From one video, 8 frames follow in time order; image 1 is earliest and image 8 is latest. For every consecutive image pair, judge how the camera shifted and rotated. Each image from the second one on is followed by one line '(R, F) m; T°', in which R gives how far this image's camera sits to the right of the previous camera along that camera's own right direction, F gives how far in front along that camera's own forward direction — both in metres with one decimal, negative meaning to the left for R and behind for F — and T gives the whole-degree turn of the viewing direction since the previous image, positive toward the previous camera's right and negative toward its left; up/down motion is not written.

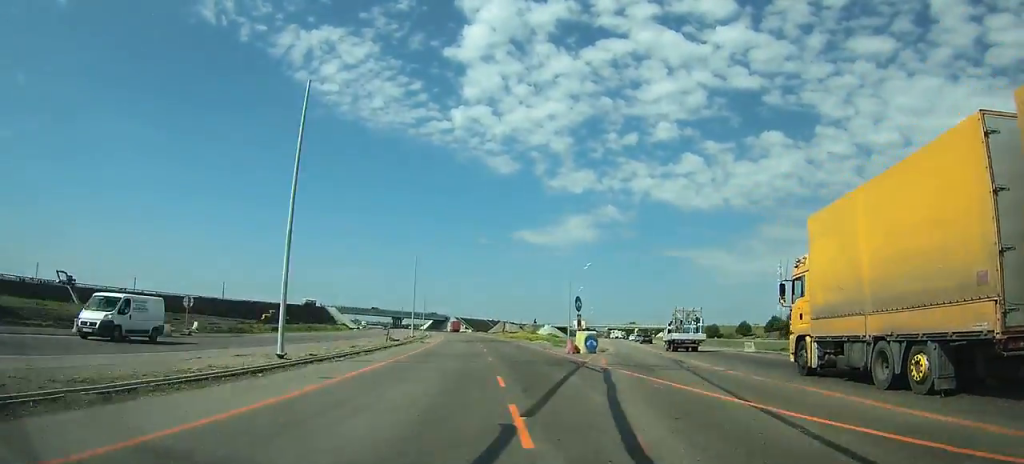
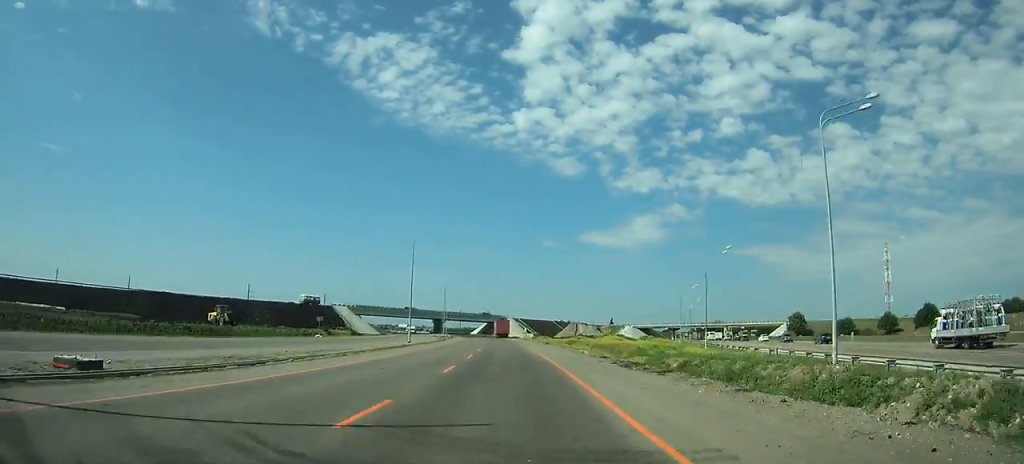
(-2.9, +73.7) m; -5°
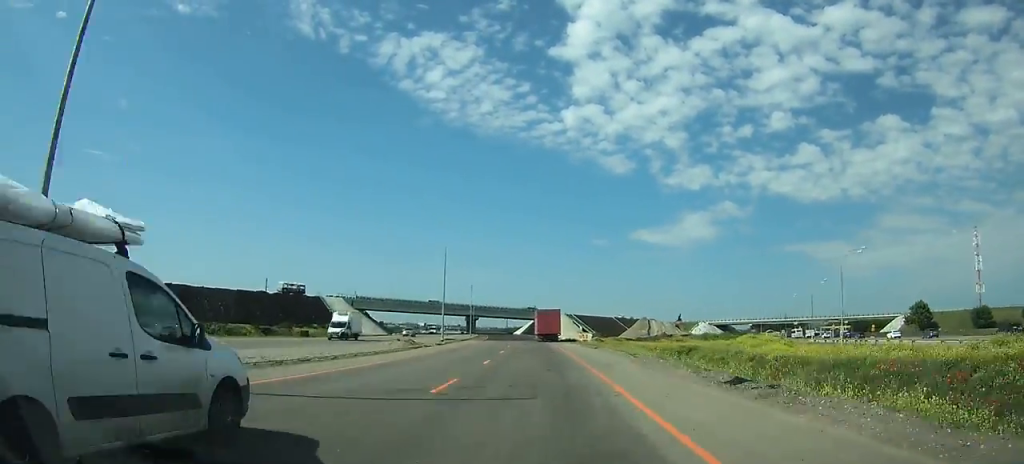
(-1.9, +48.3) m; -4°
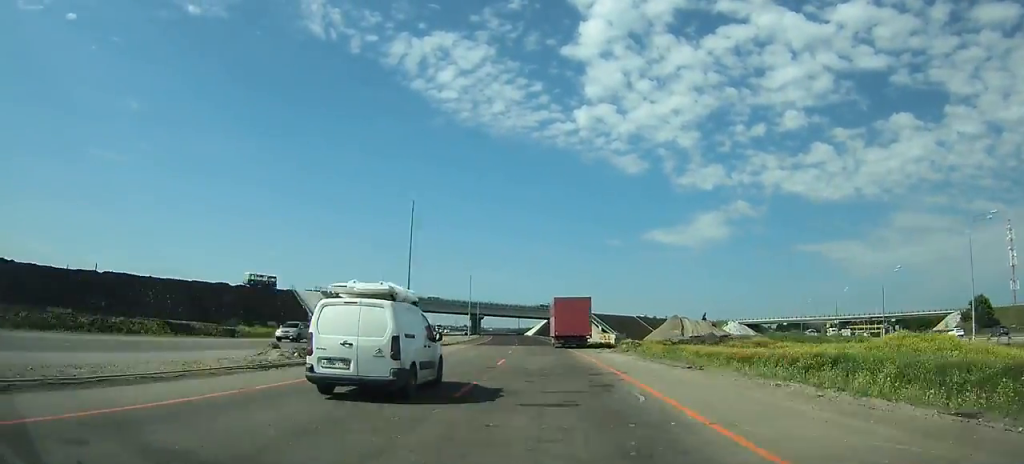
(-0.3, +22.6) m; -1°
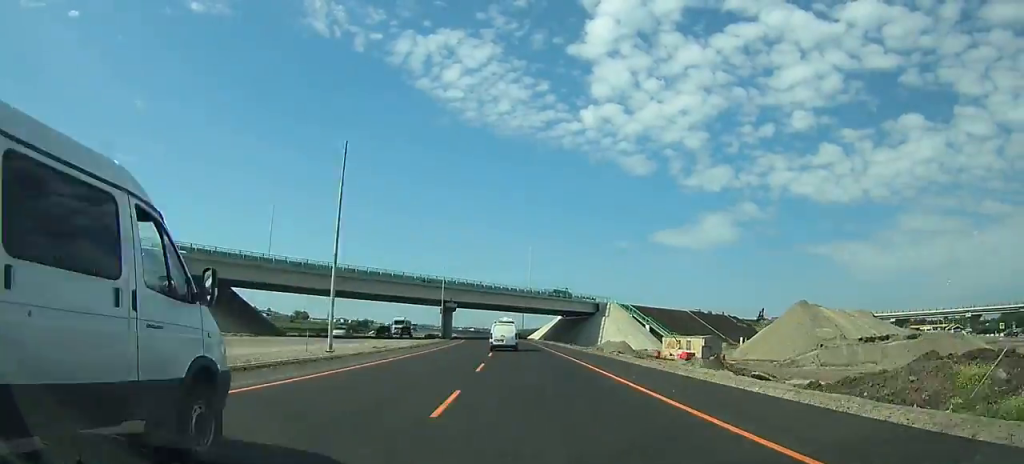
(-1.0, +66.0) m; -2°
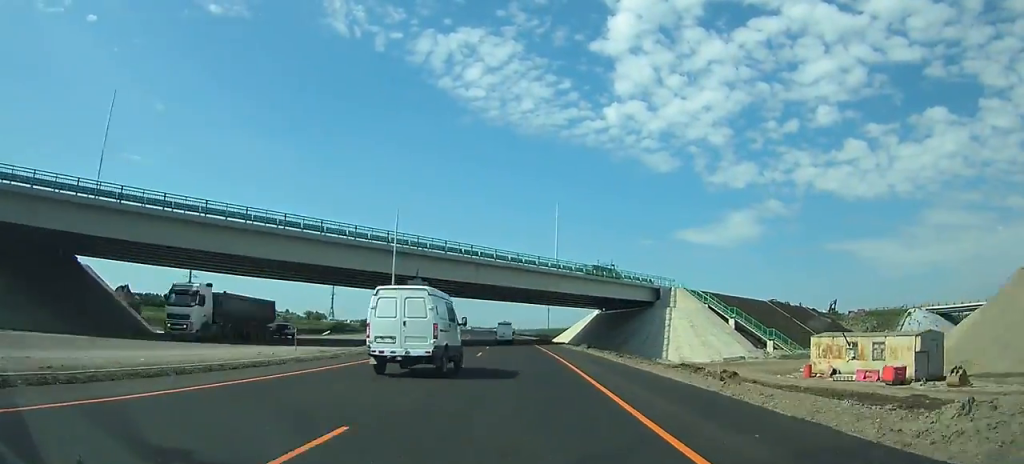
(-0.4, +39.5) m; -2°
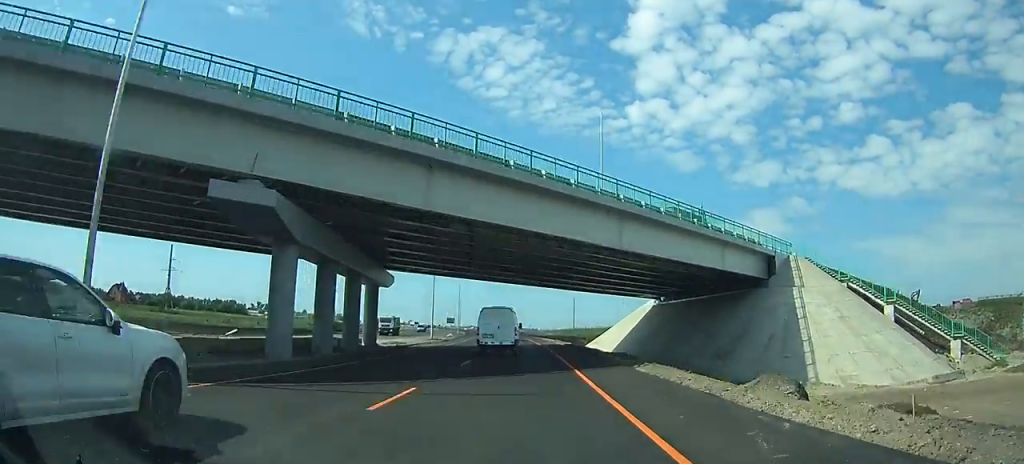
(-0.2, +33.1) m; -2°
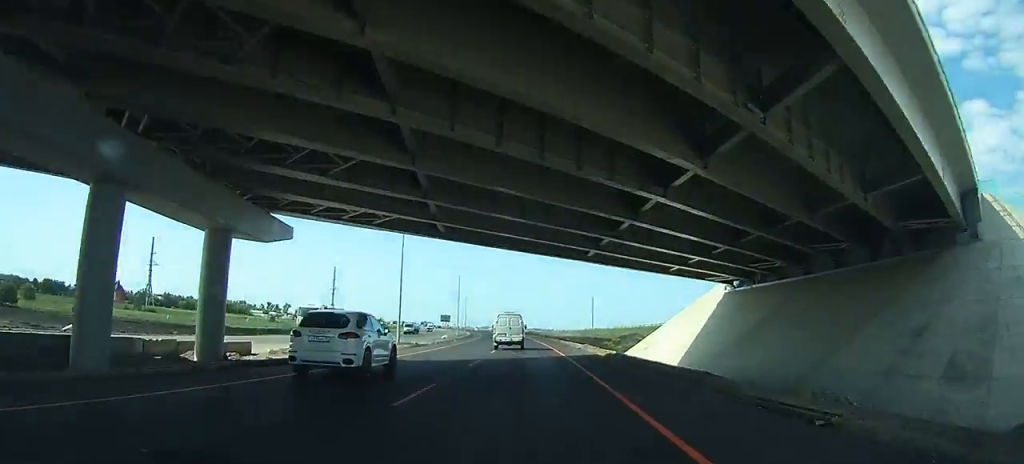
(-0.5, +22.6) m; -1°
